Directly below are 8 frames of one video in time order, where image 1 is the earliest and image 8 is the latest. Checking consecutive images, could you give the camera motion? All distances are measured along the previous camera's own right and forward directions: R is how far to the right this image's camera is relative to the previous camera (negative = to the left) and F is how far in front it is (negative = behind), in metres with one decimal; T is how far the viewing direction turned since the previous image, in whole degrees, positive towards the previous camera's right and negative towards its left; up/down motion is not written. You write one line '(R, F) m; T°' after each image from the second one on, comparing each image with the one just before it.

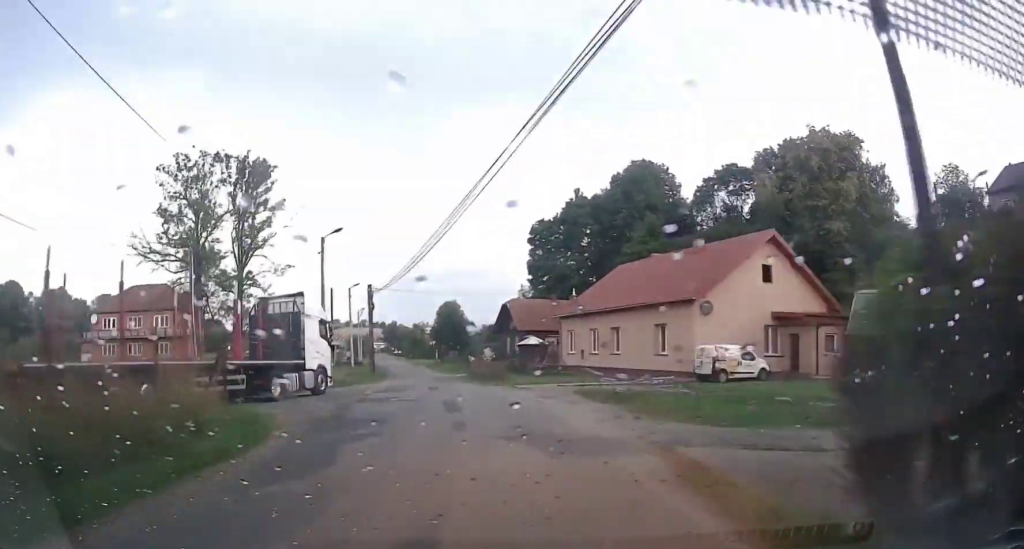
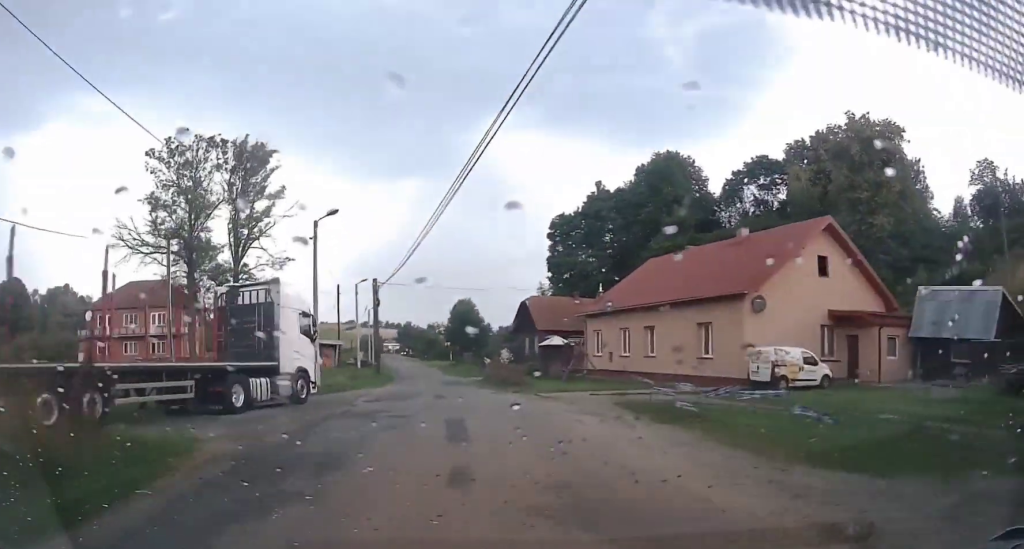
(-0.1, +4.4) m; -2°
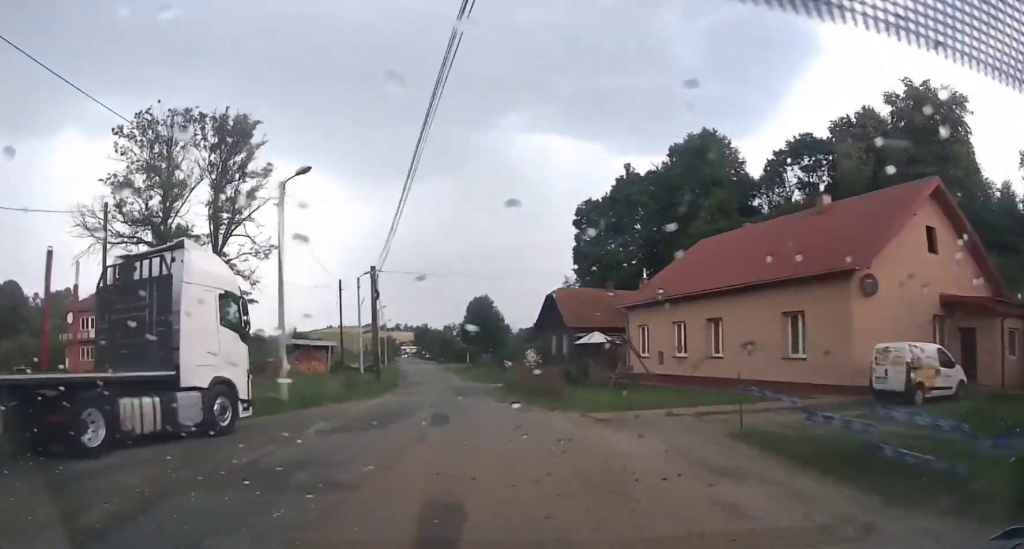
(-0.2, +7.3) m; -3°
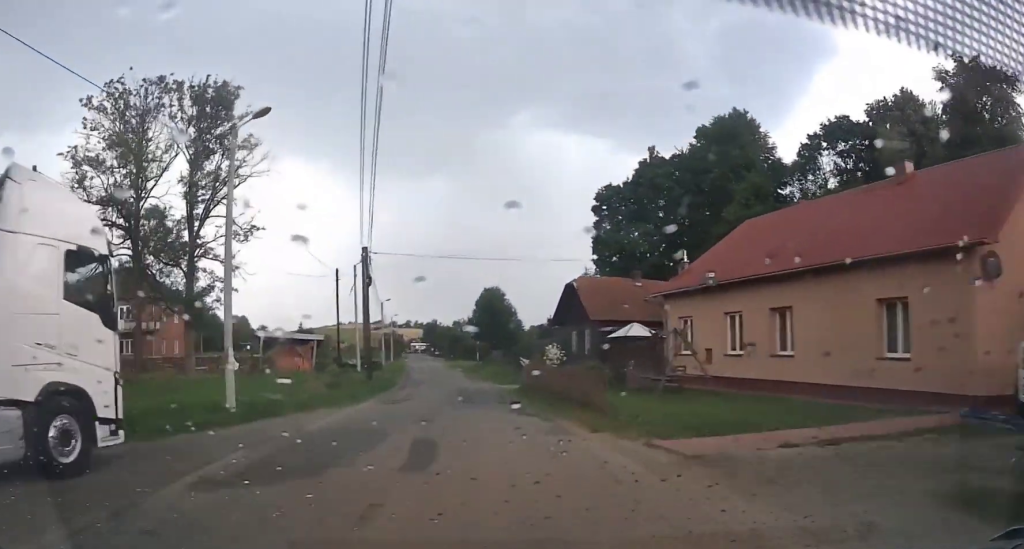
(-0.1, +5.7) m; -1°
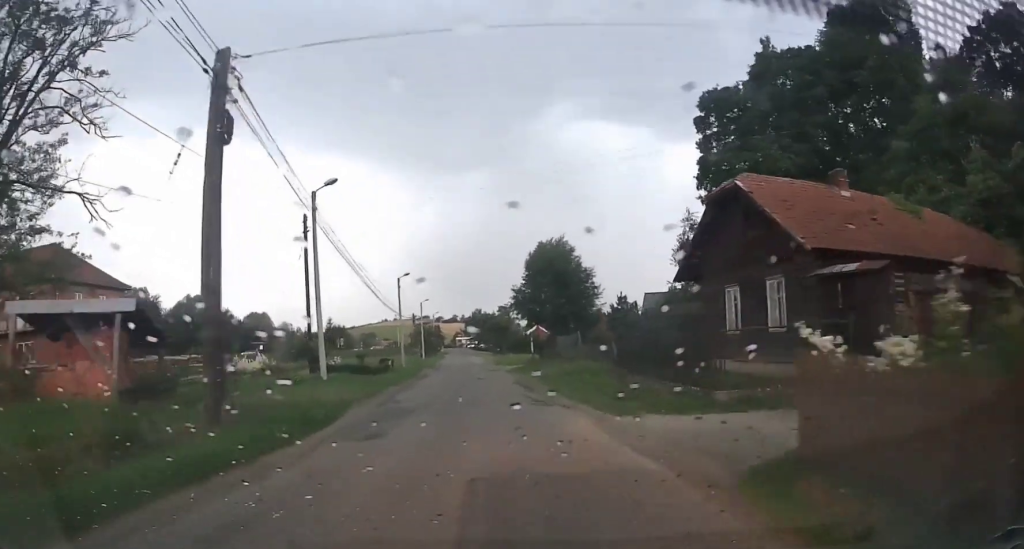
(-0.9, +22.1) m; -4°
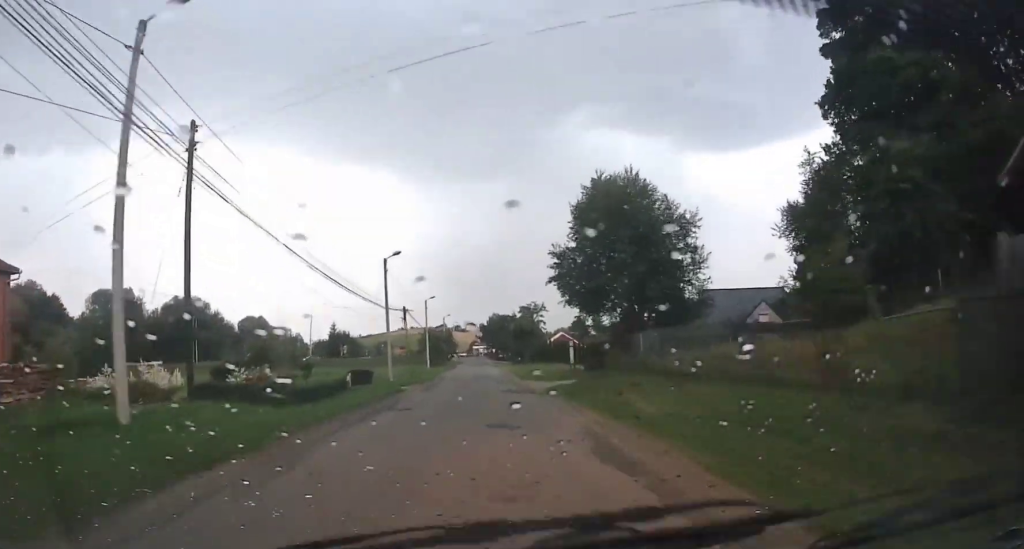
(-0.3, +17.1) m; -1°
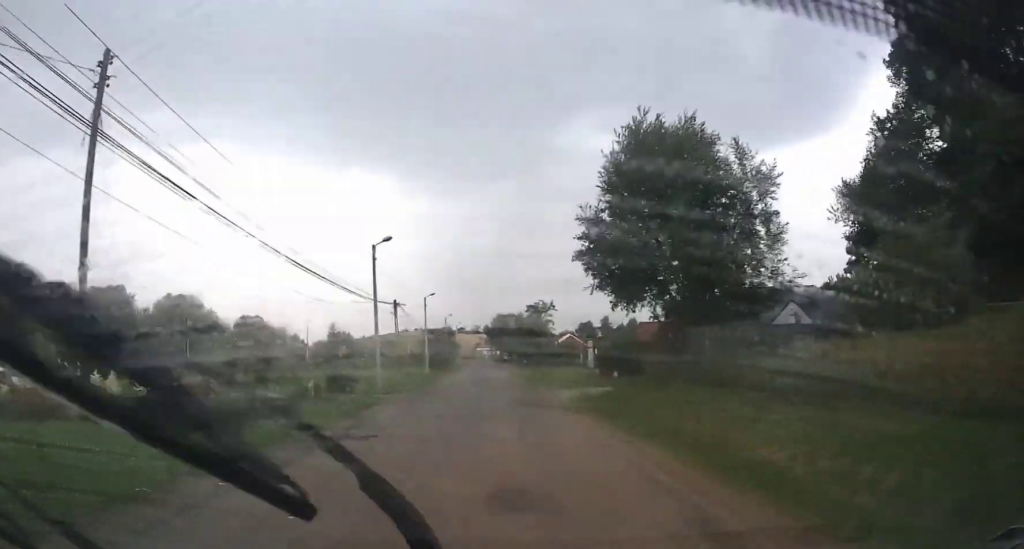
(0.0, +6.5) m; 0°
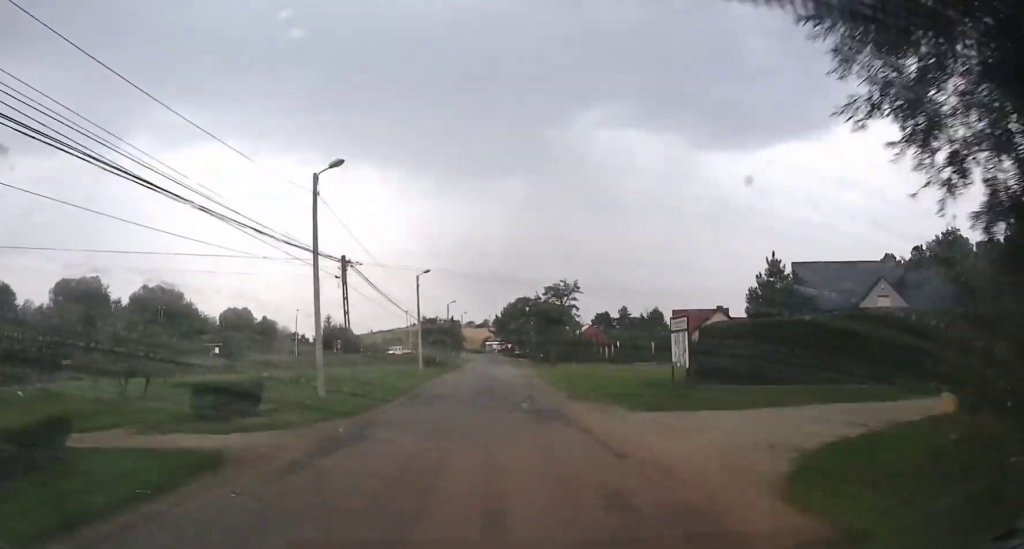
(-0.2, +15.2) m; -1°
